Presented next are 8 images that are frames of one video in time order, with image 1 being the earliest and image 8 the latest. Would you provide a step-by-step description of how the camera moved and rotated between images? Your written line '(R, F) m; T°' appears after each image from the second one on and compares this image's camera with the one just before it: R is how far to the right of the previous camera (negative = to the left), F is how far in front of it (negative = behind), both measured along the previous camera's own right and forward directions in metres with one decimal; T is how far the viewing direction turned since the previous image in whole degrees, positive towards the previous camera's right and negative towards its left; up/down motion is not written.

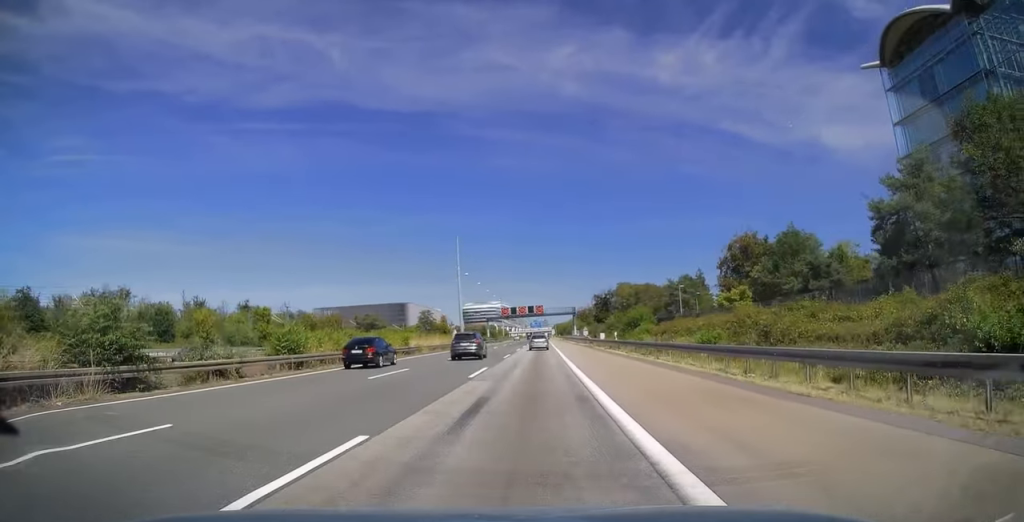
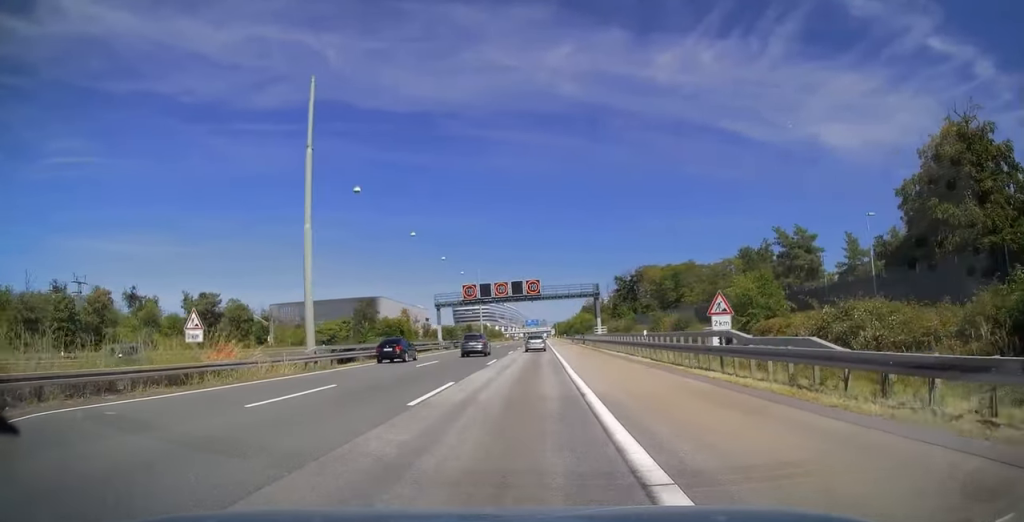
(+0.2, +62.4) m; +1°
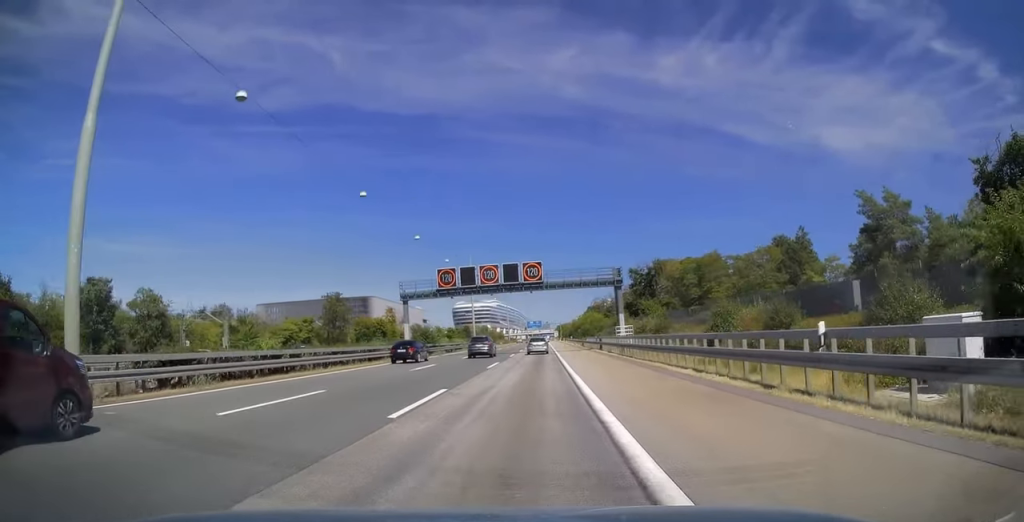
(0.0, +19.3) m; 0°
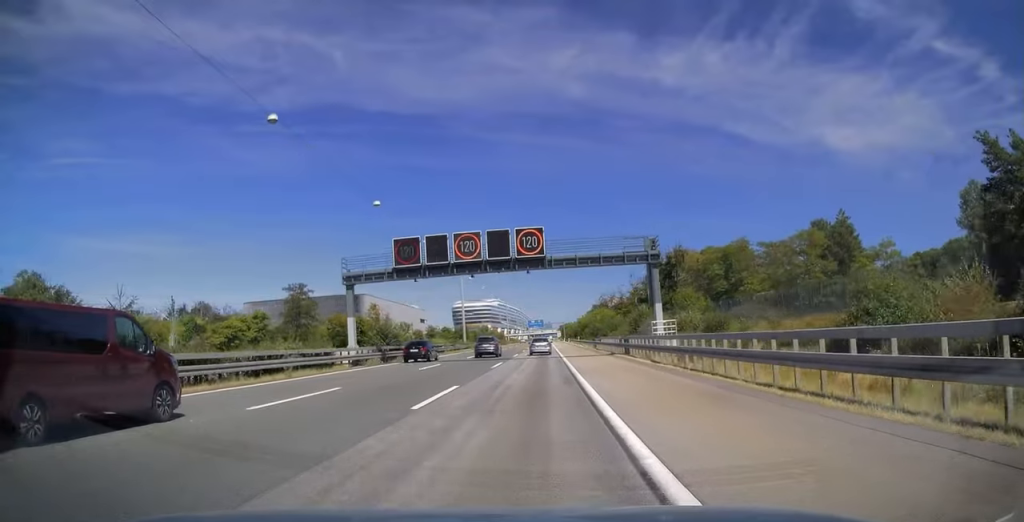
(0.0, +16.9) m; 0°
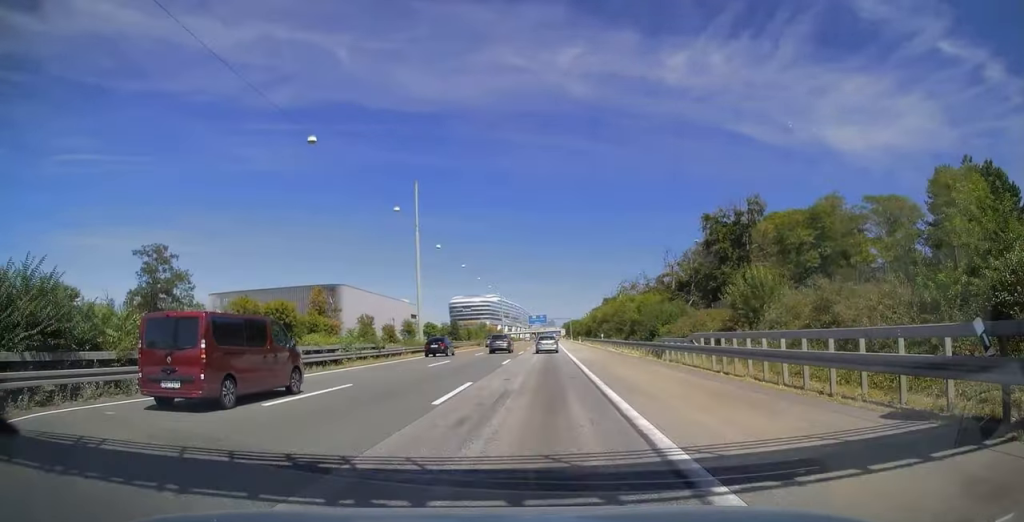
(-0.5, +35.4) m; -1°
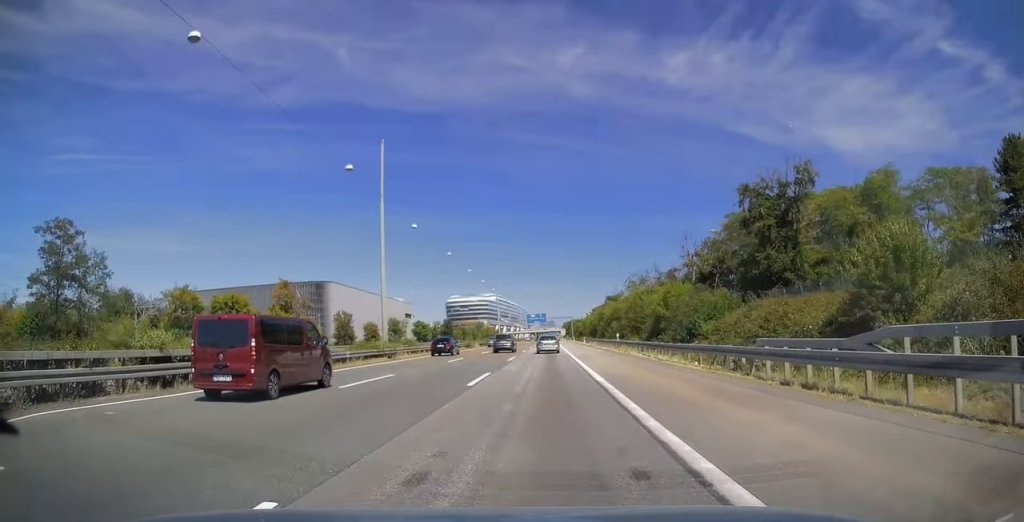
(-0.1, +13.4) m; 0°
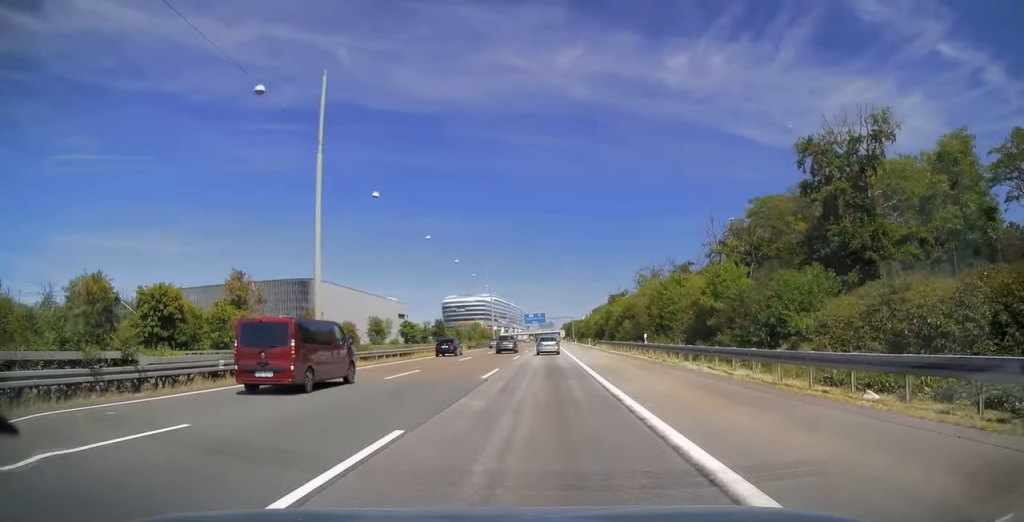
(-0.1, +13.8) m; 0°
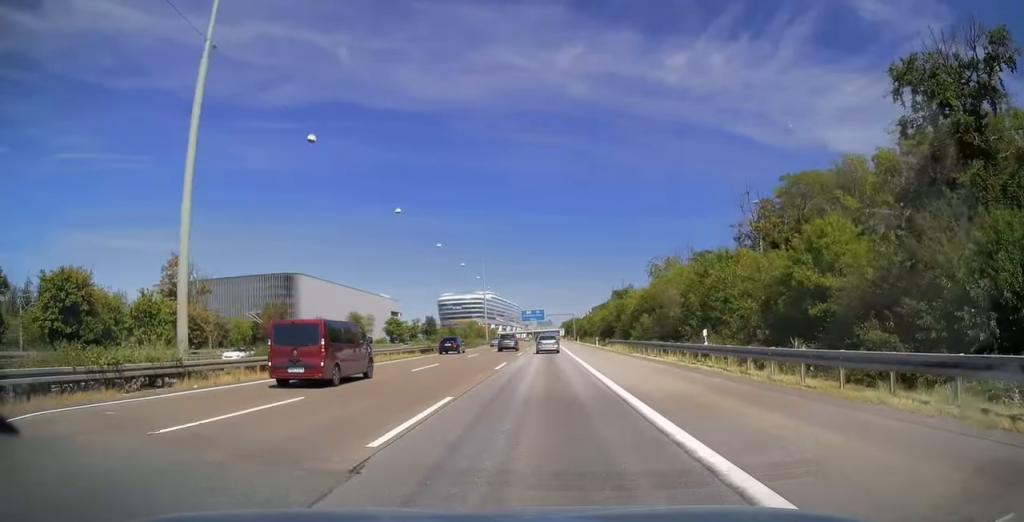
(+0.2, +13.3) m; 0°
